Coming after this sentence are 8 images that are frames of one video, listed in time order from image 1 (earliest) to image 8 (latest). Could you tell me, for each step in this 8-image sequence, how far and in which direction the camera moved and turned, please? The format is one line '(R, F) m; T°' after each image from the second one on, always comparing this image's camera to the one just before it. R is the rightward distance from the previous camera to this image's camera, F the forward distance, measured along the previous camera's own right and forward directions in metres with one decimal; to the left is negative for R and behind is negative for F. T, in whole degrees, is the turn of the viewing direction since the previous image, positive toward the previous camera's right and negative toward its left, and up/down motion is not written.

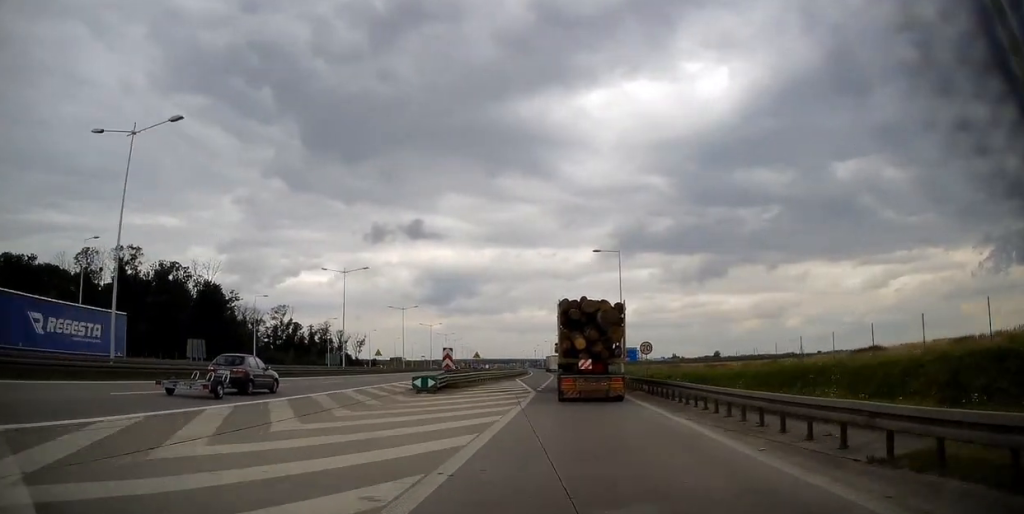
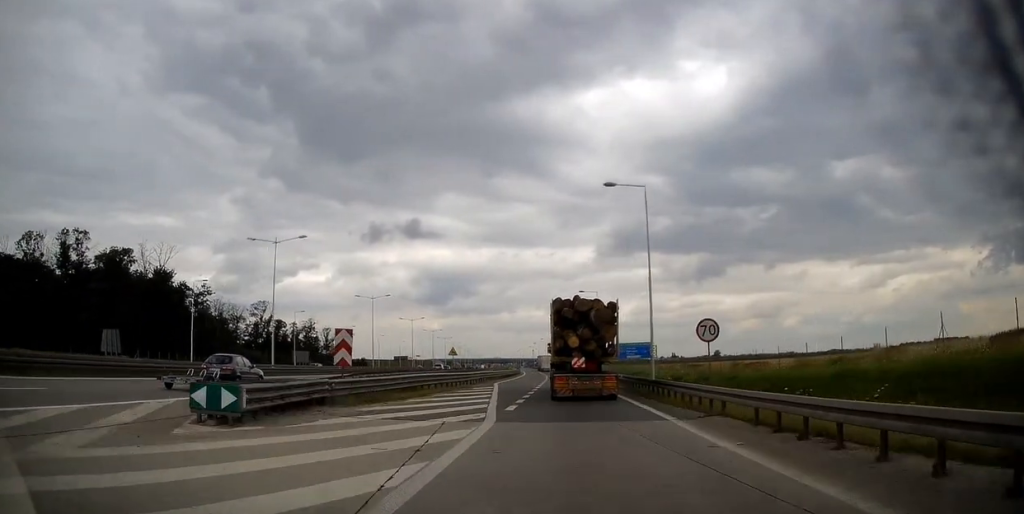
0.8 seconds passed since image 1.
(+0.1, +12.8) m; +1°
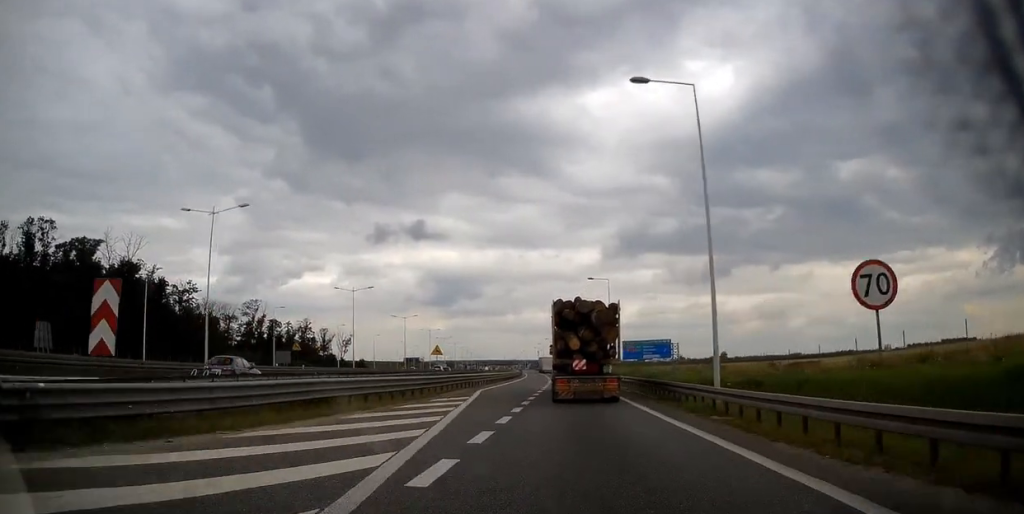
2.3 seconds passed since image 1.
(+0.1, +26.3) m; -1°
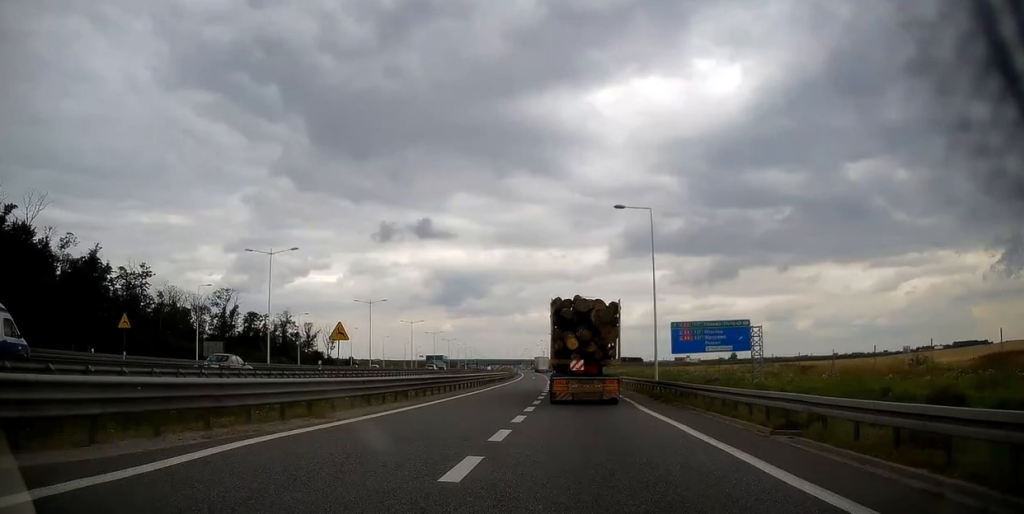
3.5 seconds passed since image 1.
(-0.3, +25.7) m; 0°
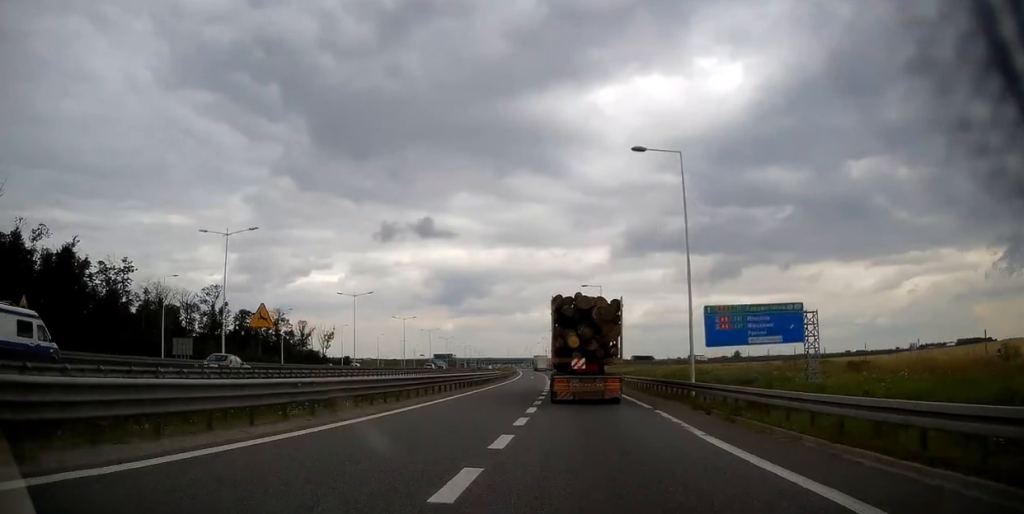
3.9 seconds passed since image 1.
(+0.2, +8.9) m; 0°
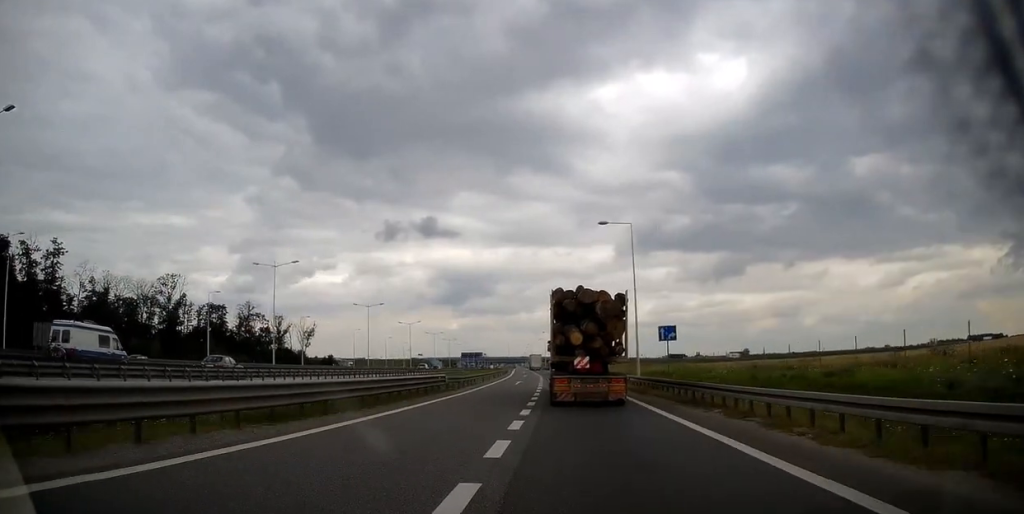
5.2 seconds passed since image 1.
(-0.1, +28.9) m; -2°
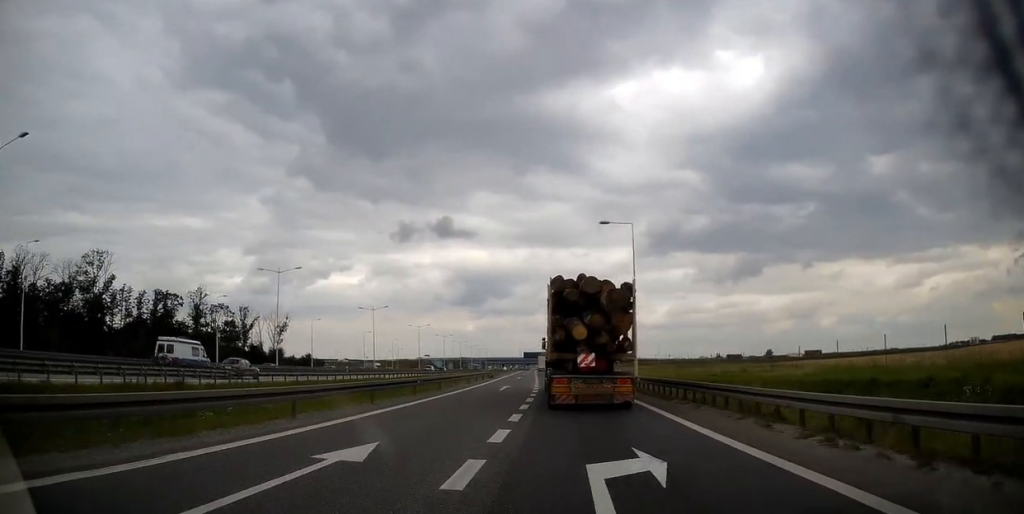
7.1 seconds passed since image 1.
(-0.5, +42.9) m; -1°
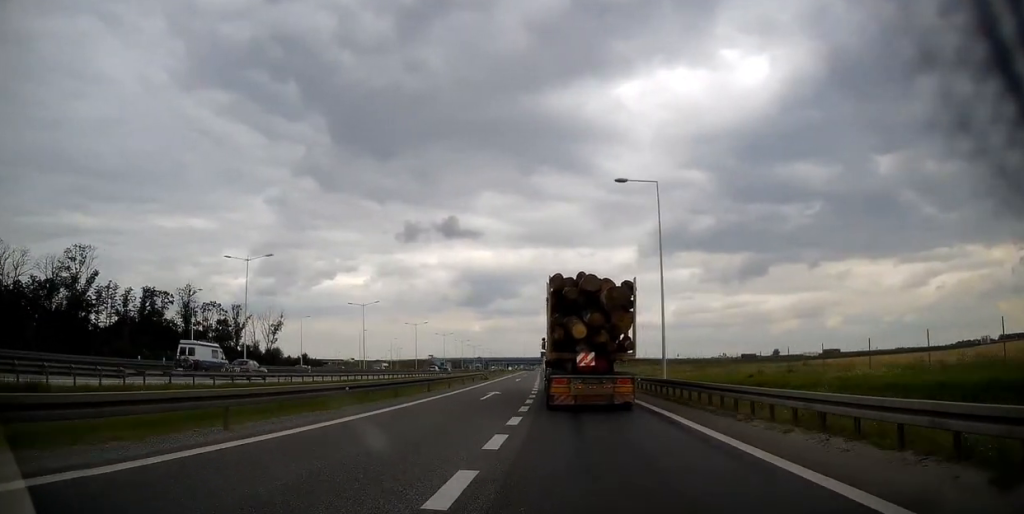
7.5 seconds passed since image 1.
(+0.1, +9.0) m; 0°
